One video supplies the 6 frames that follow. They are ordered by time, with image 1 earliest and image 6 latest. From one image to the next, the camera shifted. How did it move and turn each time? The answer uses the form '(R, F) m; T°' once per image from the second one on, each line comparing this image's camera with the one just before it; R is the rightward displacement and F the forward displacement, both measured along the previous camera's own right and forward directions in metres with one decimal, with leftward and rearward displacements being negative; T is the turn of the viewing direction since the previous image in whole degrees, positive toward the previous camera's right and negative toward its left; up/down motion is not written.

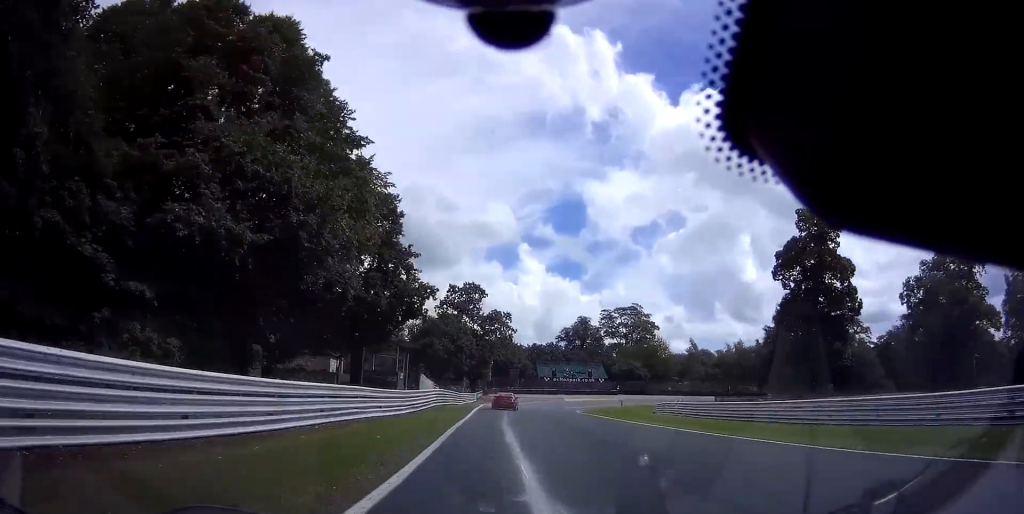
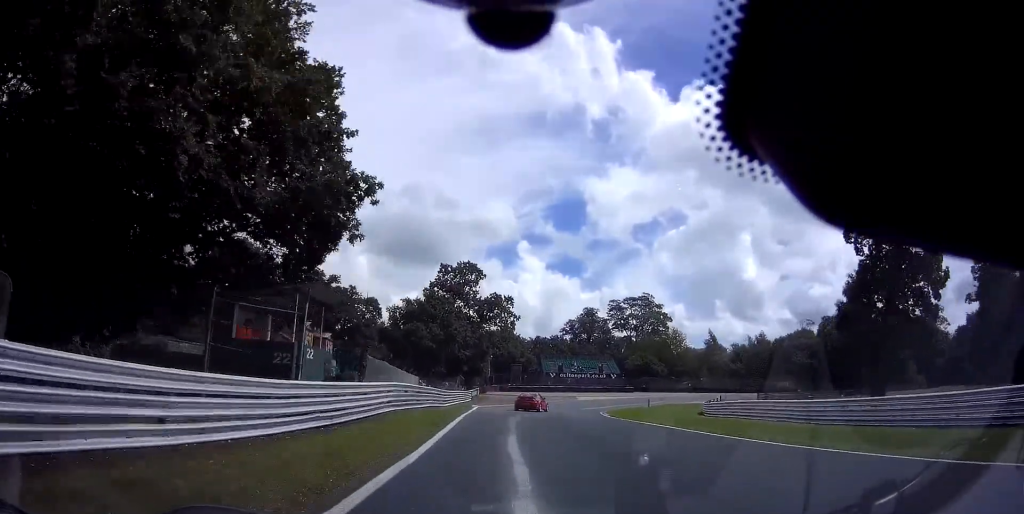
(0.0, +13.4) m; +2°
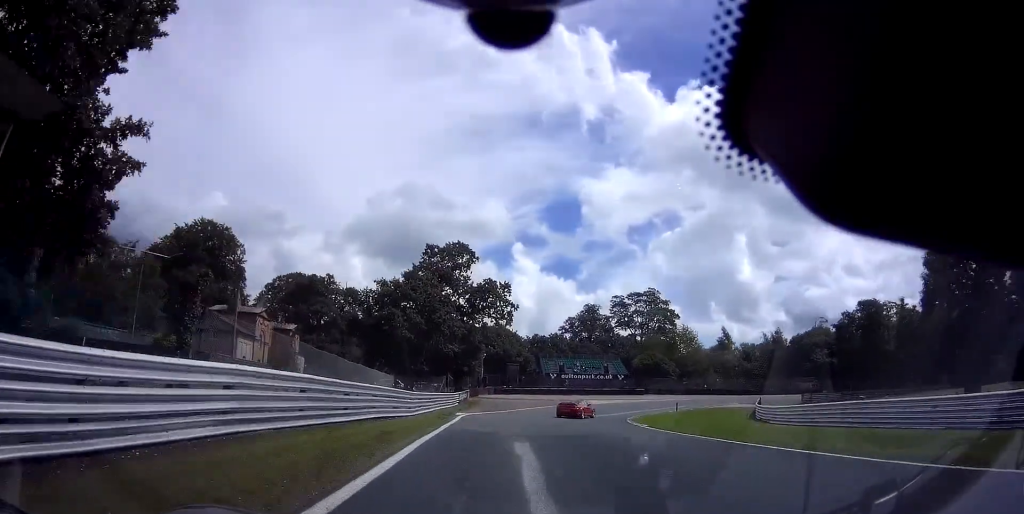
(-0.3, +12.4) m; +2°
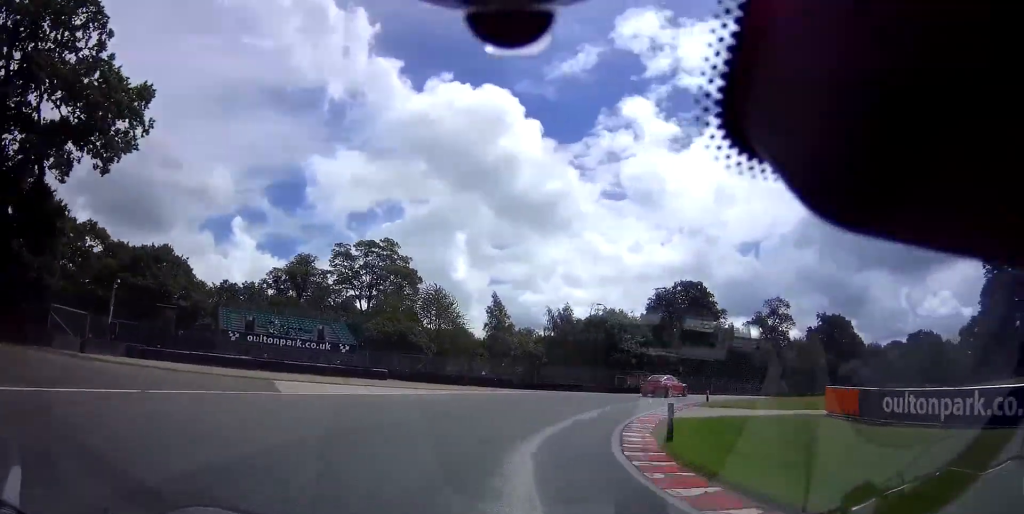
(+8.3, +39.4) m; +31°
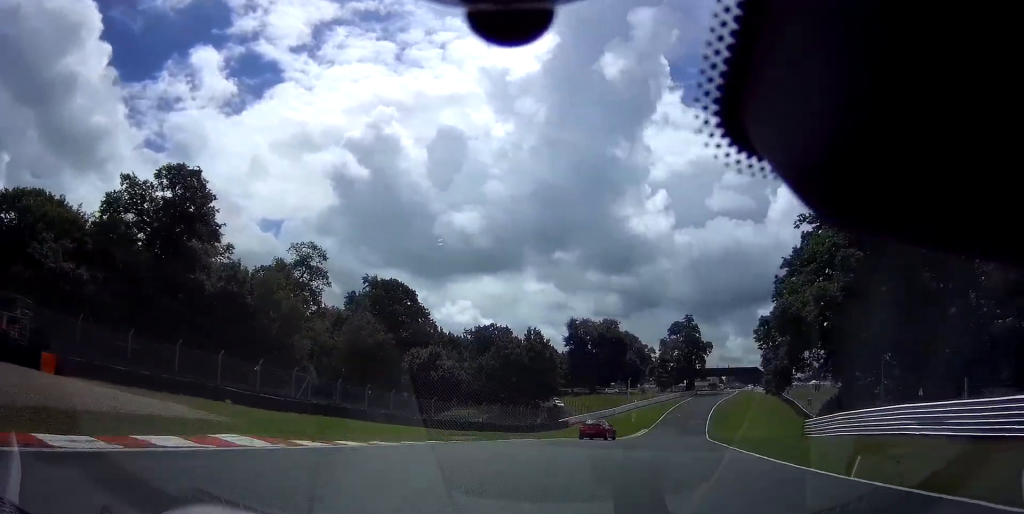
(+20.1, +39.3) m; +51°
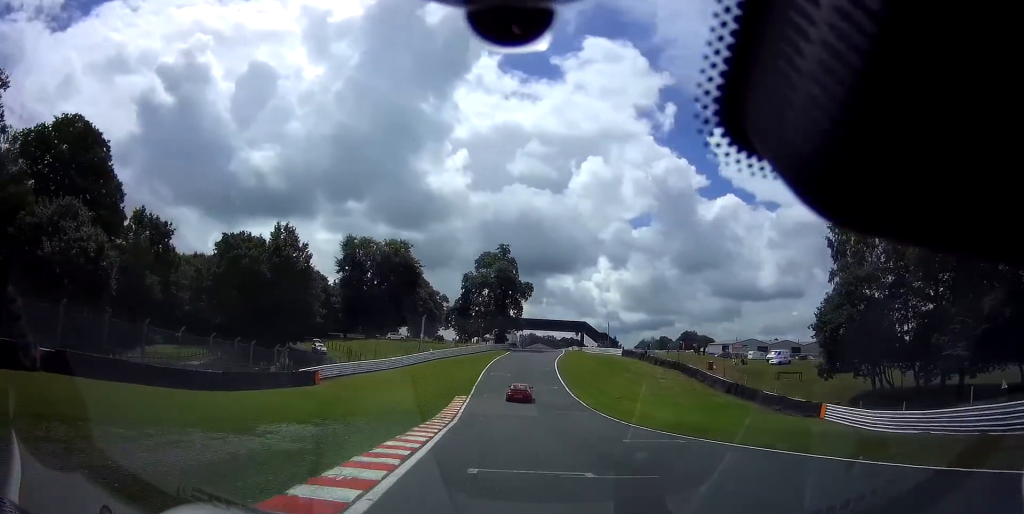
(+8.9, +36.1) m; +22°
